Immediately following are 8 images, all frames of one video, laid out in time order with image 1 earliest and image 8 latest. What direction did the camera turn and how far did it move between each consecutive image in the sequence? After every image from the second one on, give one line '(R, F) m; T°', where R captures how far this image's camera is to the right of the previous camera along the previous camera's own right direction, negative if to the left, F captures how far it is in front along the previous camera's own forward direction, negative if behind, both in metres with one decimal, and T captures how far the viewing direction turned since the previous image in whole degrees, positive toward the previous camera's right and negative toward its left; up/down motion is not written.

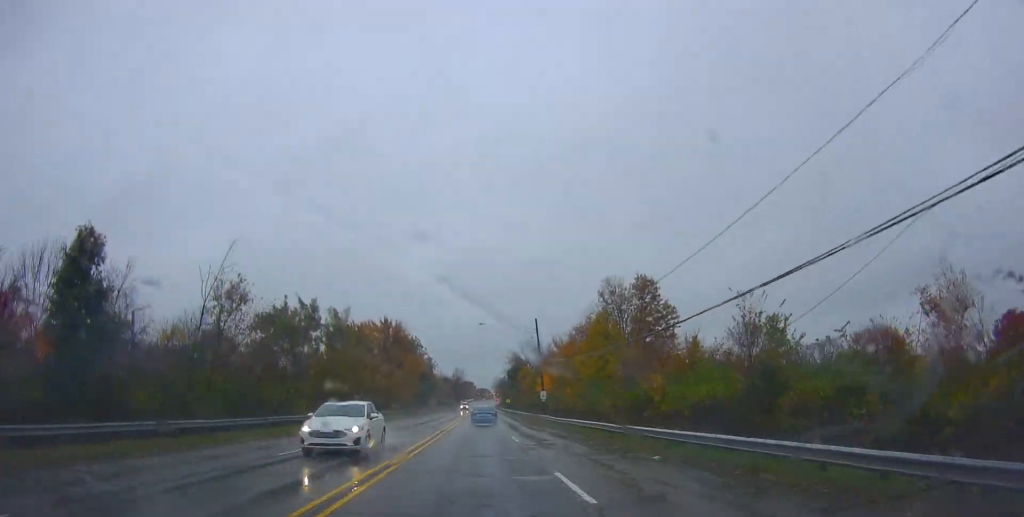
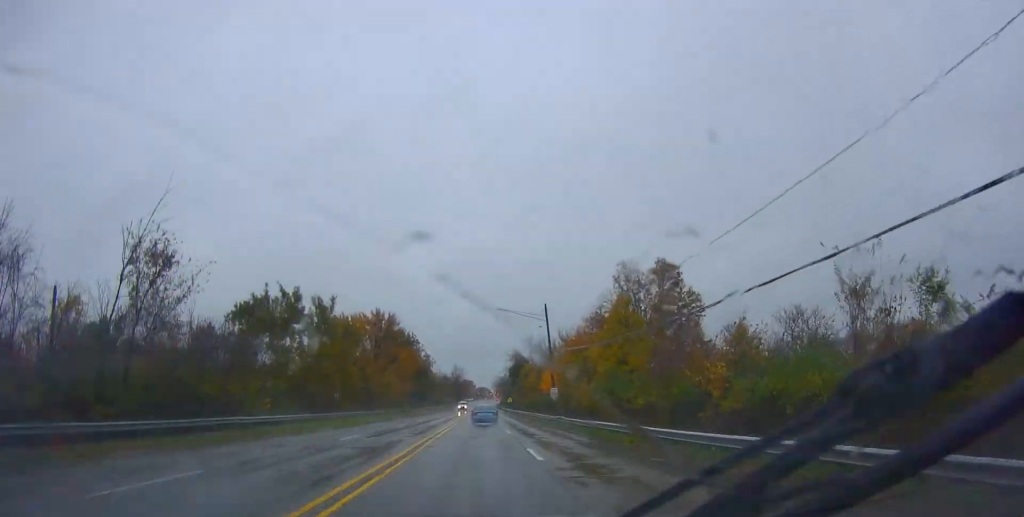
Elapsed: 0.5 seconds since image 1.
(-0.2, +8.8) m; +1°
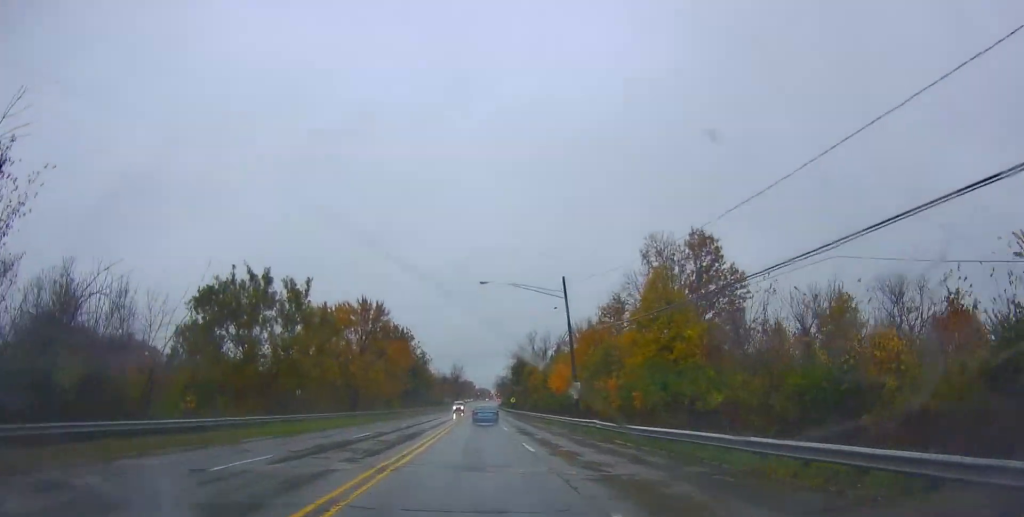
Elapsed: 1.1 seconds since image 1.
(+0.1, +11.9) m; 0°
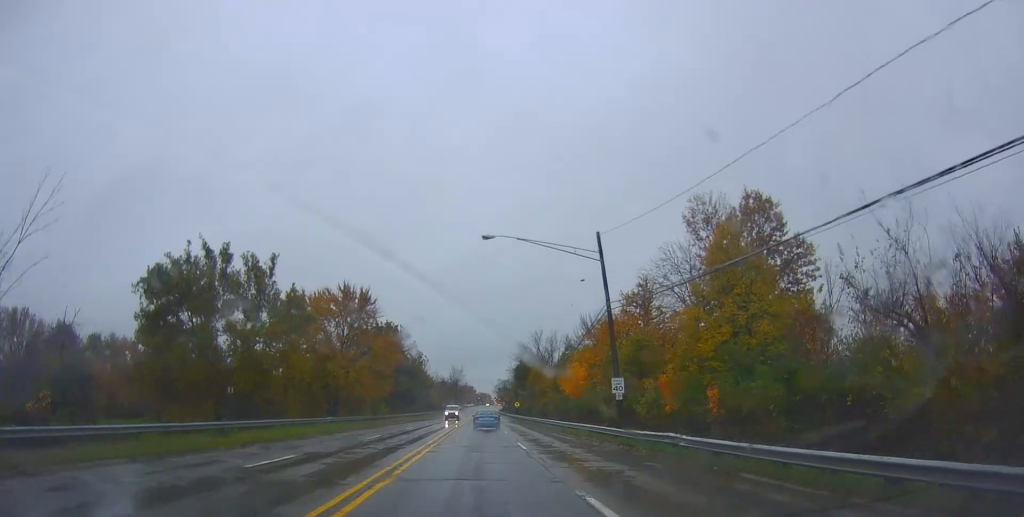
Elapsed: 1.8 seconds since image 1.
(+0.5, +12.6) m; 0°
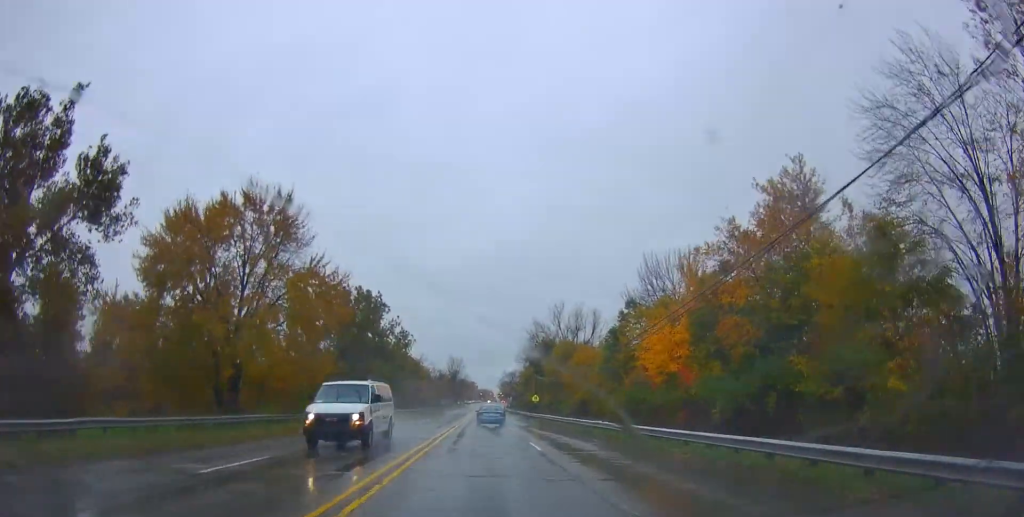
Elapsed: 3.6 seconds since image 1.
(-0.8, +34.2) m; -3°
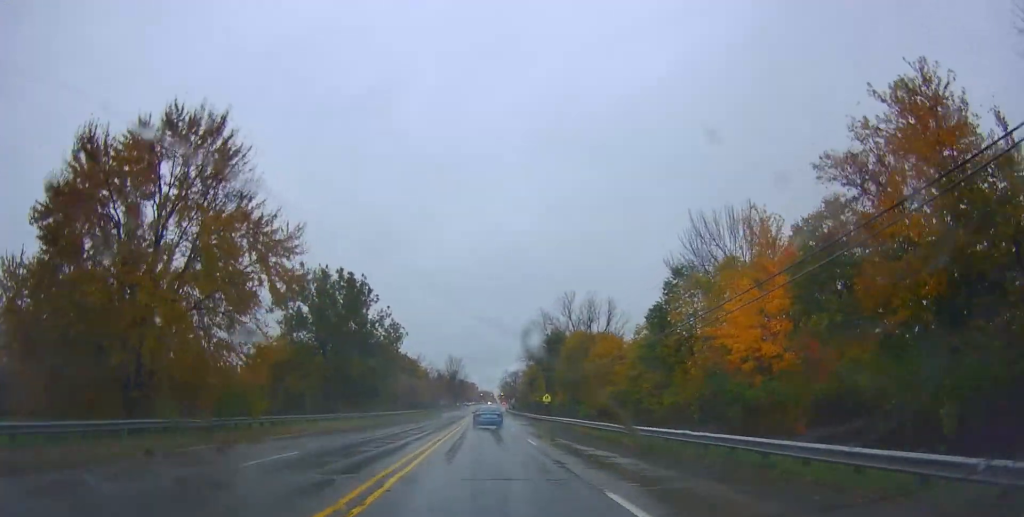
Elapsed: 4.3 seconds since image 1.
(-0.5, +13.2) m; 0°
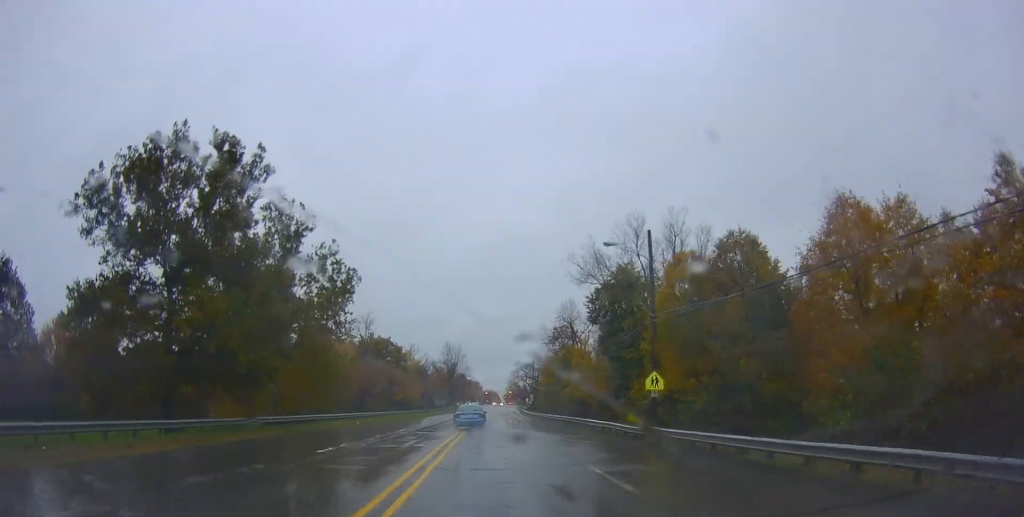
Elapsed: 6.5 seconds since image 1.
(+1.8, +42.1) m; +2°
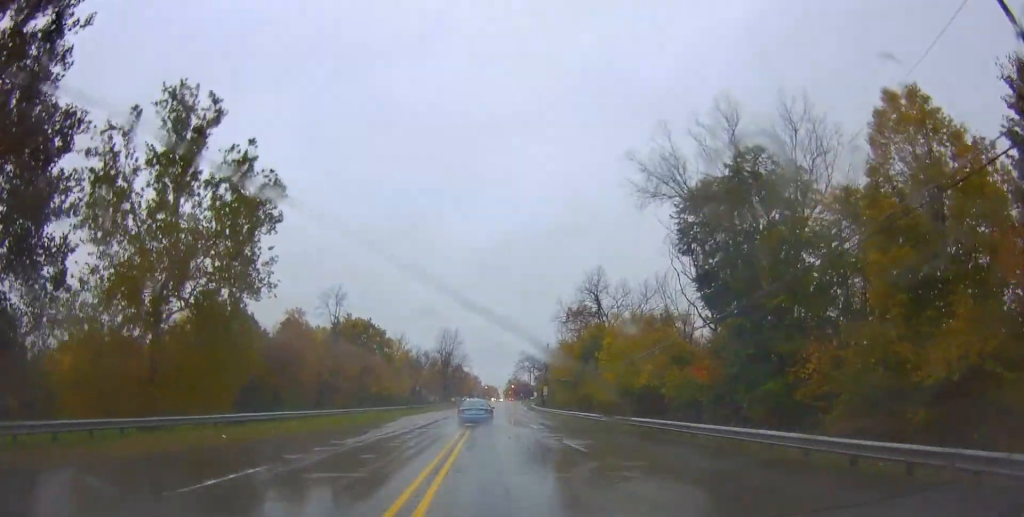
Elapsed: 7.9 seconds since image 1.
(-0.5, +24.8) m; -1°
